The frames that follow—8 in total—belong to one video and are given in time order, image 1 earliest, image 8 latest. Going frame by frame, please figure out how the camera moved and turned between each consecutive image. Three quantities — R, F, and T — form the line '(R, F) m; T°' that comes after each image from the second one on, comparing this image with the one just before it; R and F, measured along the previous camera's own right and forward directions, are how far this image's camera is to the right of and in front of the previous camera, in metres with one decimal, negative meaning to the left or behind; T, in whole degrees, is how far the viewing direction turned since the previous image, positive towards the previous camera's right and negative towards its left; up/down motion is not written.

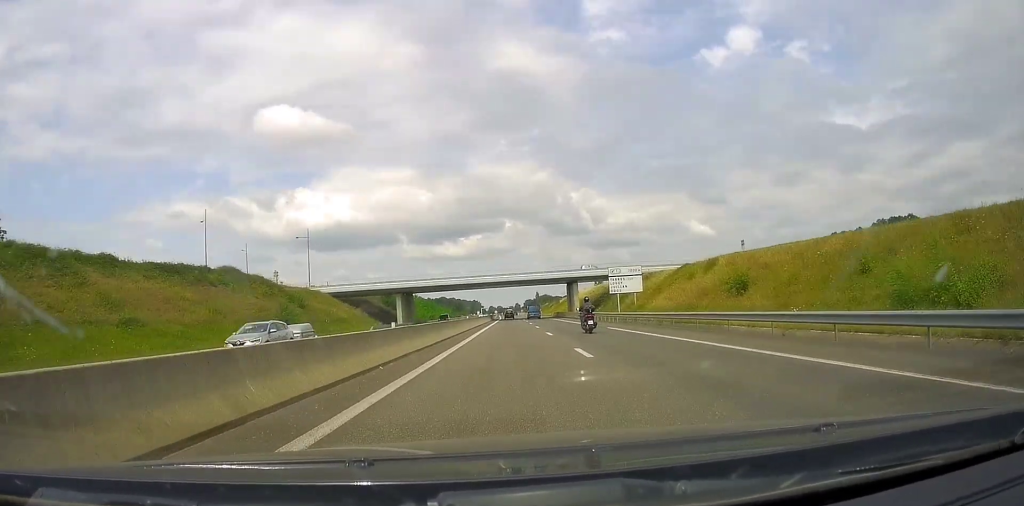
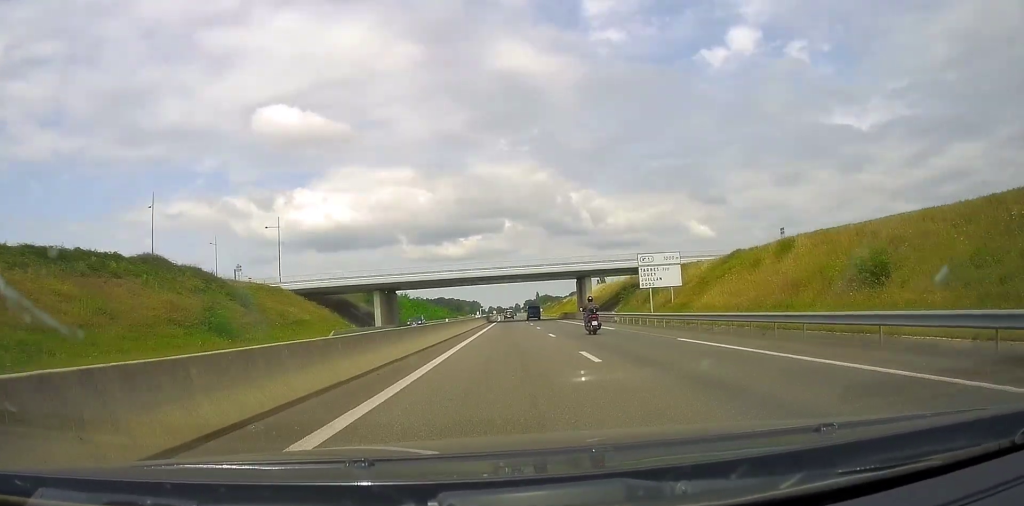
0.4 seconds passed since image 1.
(0.0, +14.1) m; 0°
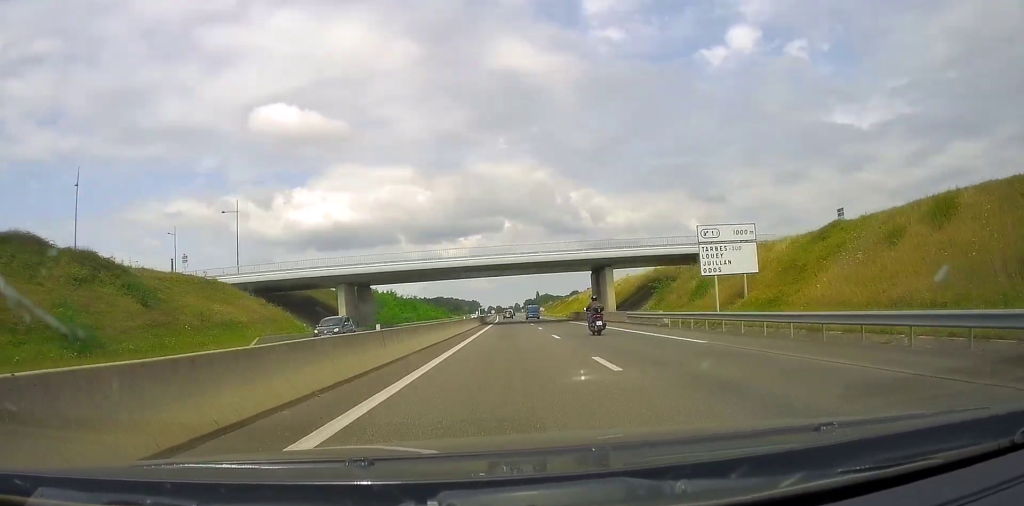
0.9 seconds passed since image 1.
(0.0, +15.2) m; 0°
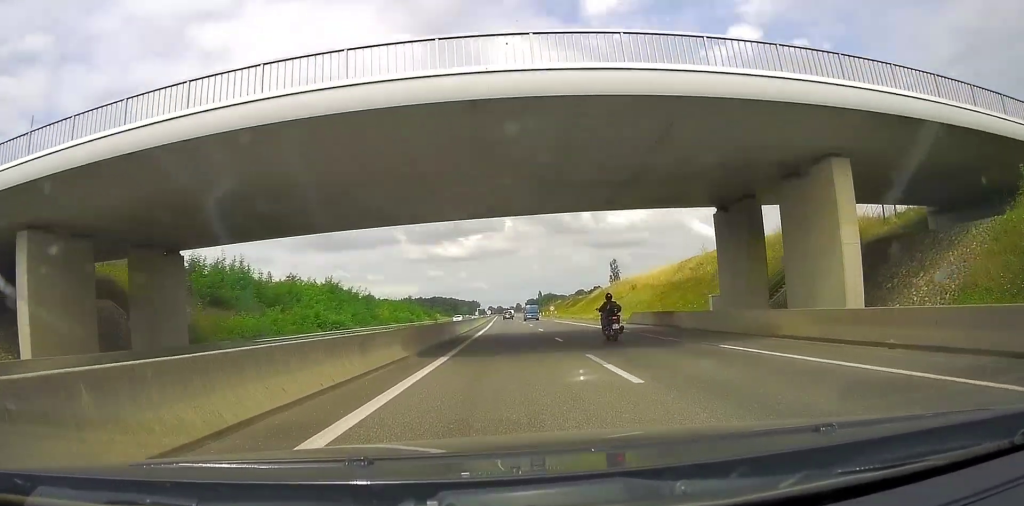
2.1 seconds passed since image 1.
(+0.2, +40.7) m; 0°
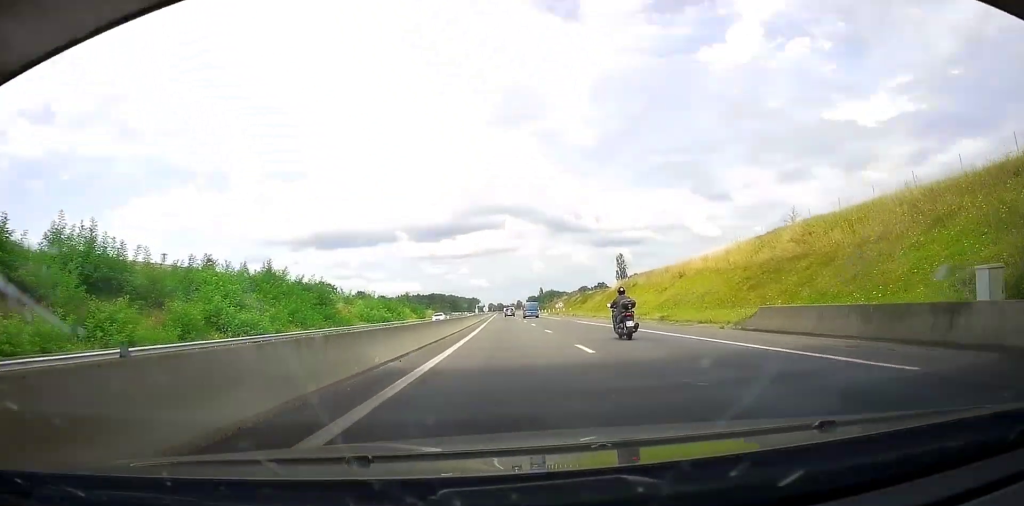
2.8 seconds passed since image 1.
(+0.2, +20.6) m; 0°
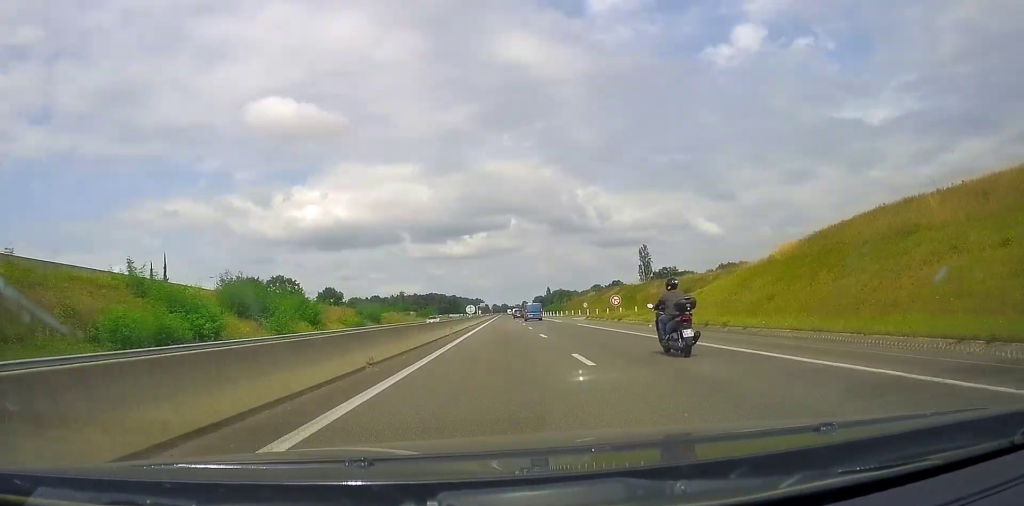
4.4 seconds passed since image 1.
(-0.1, +54.3) m; 0°
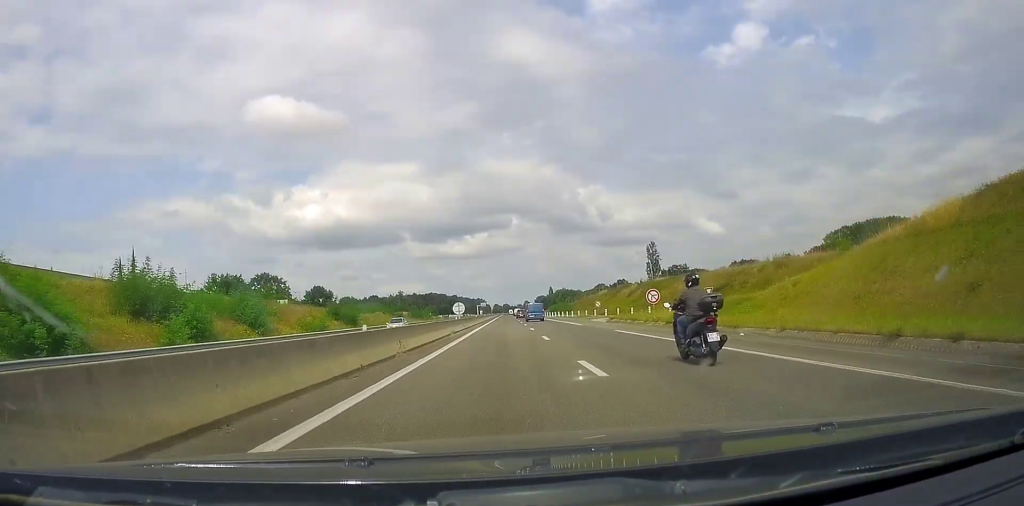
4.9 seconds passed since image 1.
(0.0, +14.9) m; 0°
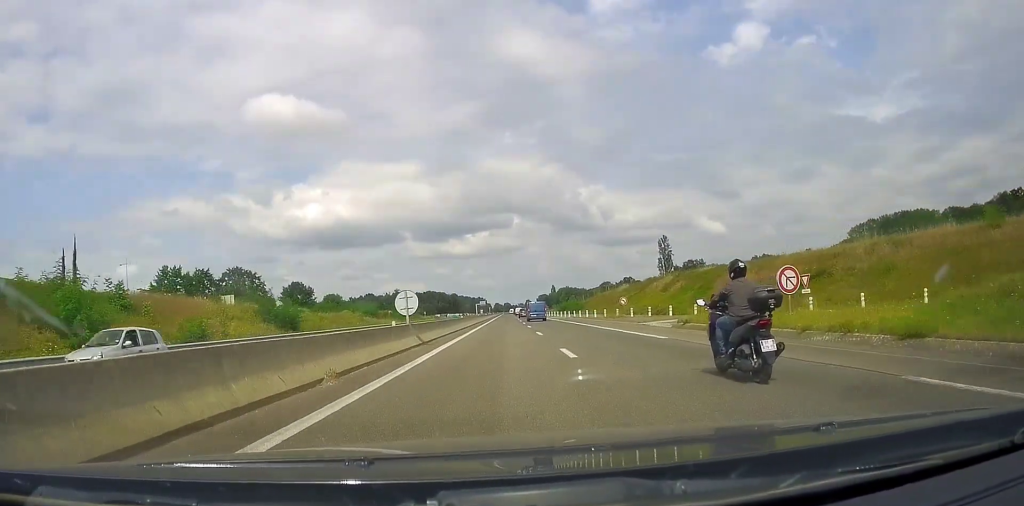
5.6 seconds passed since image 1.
(-0.2, +22.0) m; 0°
